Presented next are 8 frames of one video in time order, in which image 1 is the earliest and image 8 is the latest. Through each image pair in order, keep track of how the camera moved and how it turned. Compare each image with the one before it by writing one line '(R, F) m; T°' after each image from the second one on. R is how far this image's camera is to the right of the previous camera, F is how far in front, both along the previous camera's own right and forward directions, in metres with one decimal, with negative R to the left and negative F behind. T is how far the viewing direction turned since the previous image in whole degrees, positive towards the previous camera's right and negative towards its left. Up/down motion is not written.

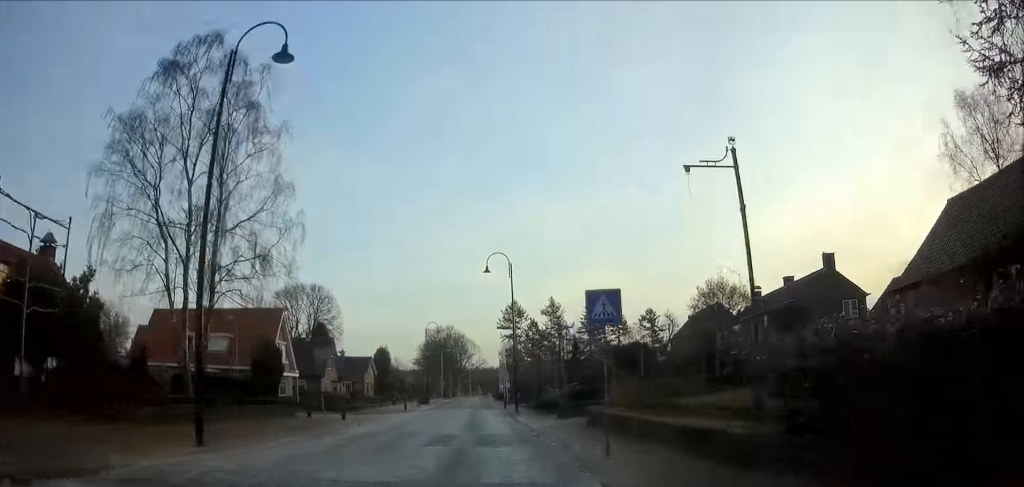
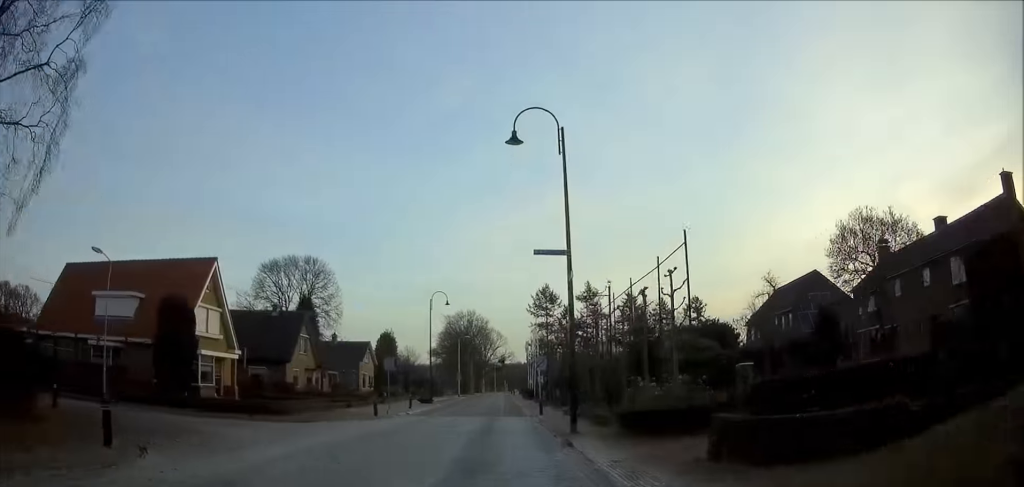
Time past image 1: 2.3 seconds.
(-0.9, +19.4) m; -3°
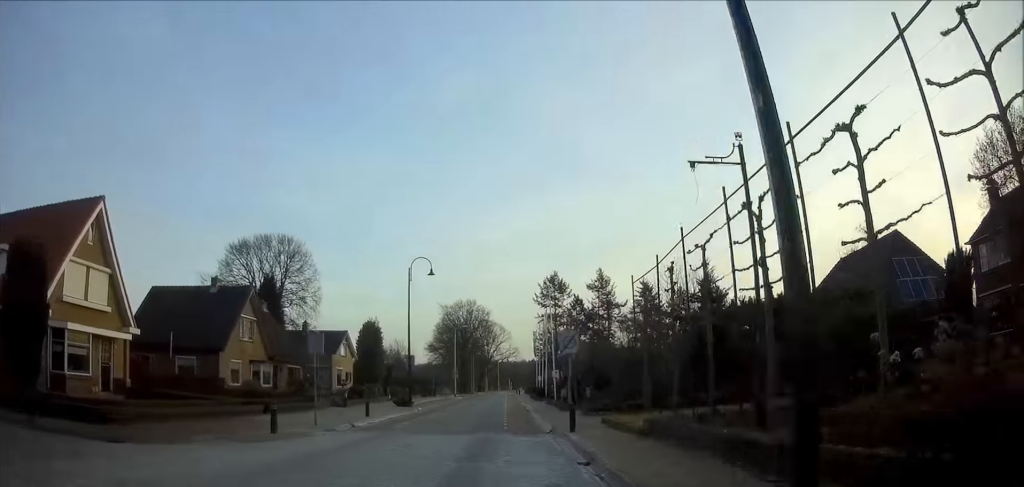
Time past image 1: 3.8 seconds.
(-0.1, +13.5) m; +1°
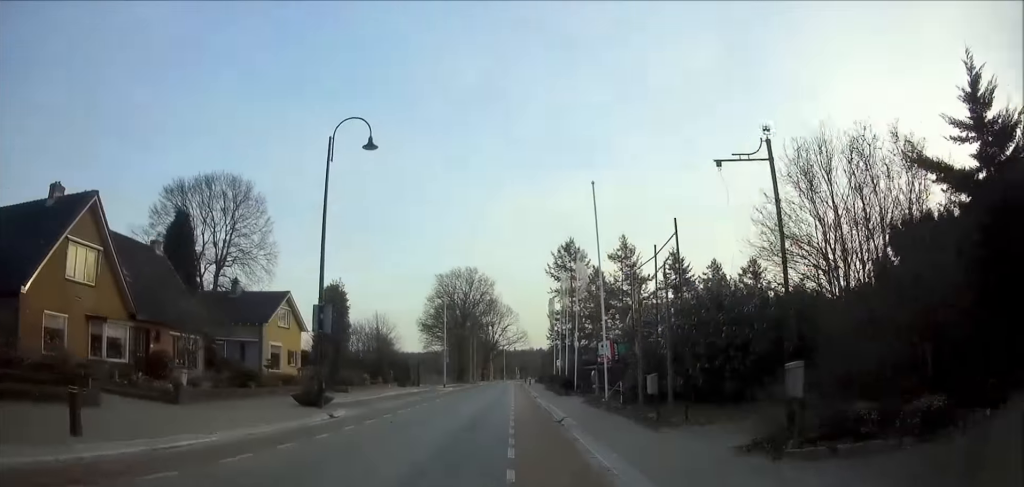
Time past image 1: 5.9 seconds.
(+0.3, +20.0) m; 0°
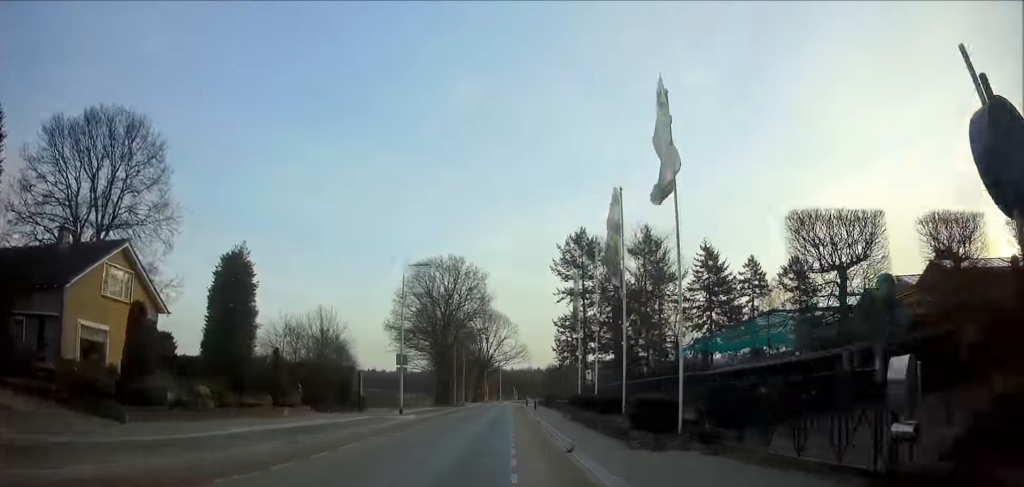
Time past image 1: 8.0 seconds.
(-0.2, +21.1) m; -1°
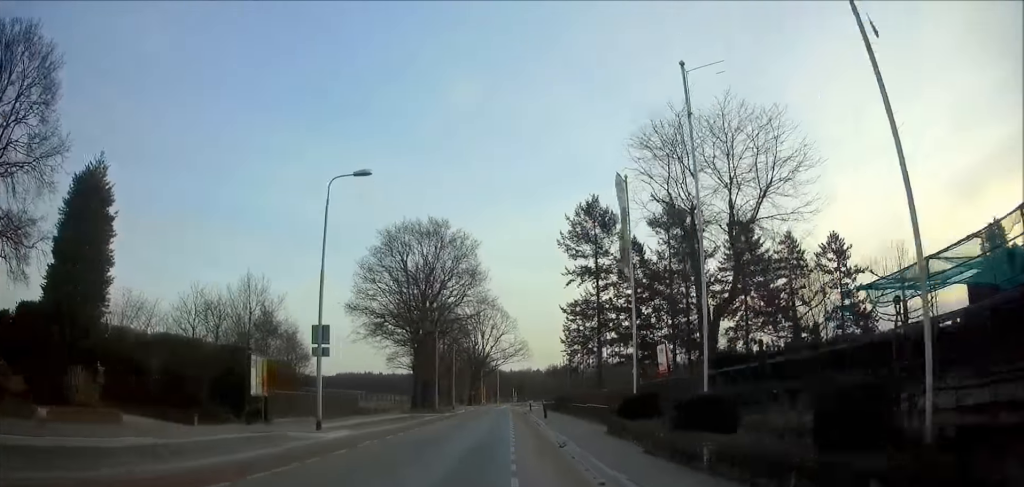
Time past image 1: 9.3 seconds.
(-0.1, +14.7) m; 0°
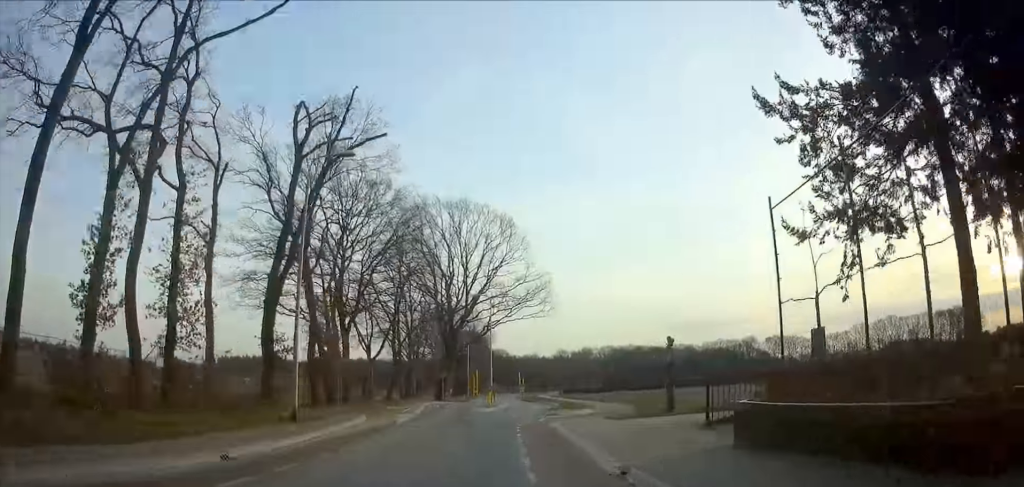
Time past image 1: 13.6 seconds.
(+0.7, +54.2) m; +2°
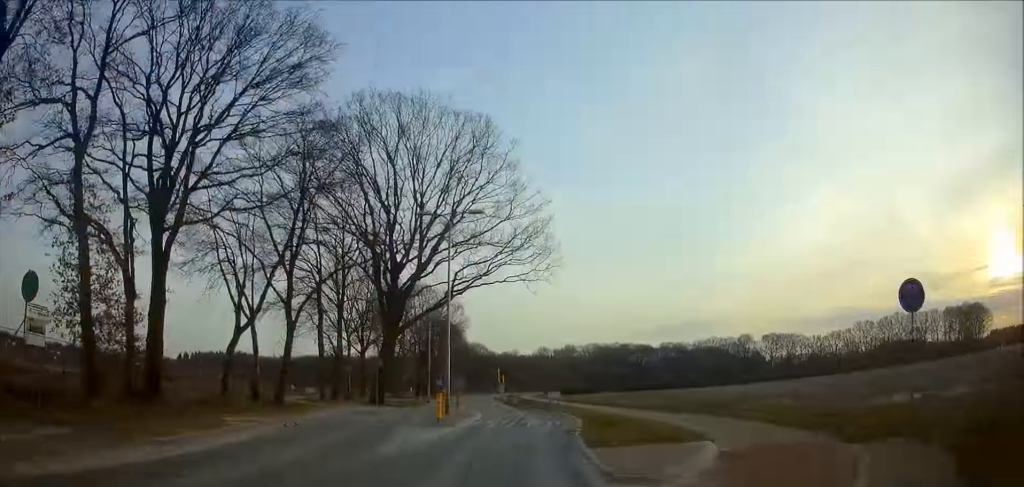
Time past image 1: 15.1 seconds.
(+0.4, +21.4) m; 0°
